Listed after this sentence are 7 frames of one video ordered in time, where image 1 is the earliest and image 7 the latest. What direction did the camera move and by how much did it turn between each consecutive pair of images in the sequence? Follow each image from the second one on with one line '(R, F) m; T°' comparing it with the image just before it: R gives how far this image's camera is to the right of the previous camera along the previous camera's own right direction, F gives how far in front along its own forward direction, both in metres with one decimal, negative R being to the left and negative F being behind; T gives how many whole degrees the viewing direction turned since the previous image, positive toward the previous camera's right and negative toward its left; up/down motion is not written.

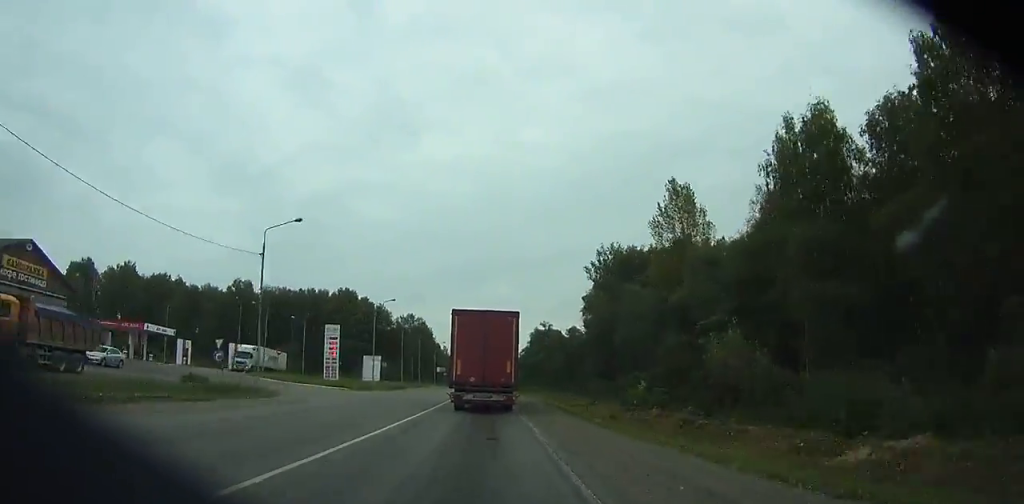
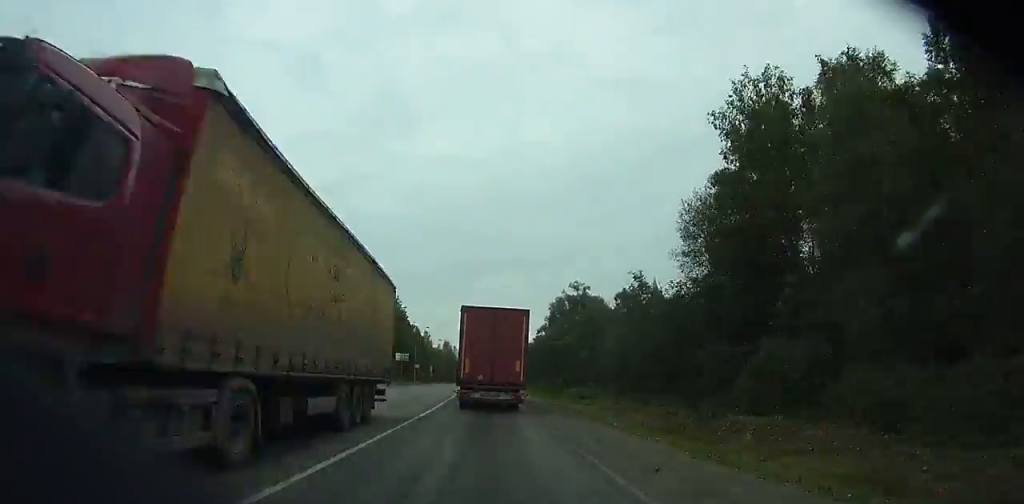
(-0.5, +62.9) m; 0°
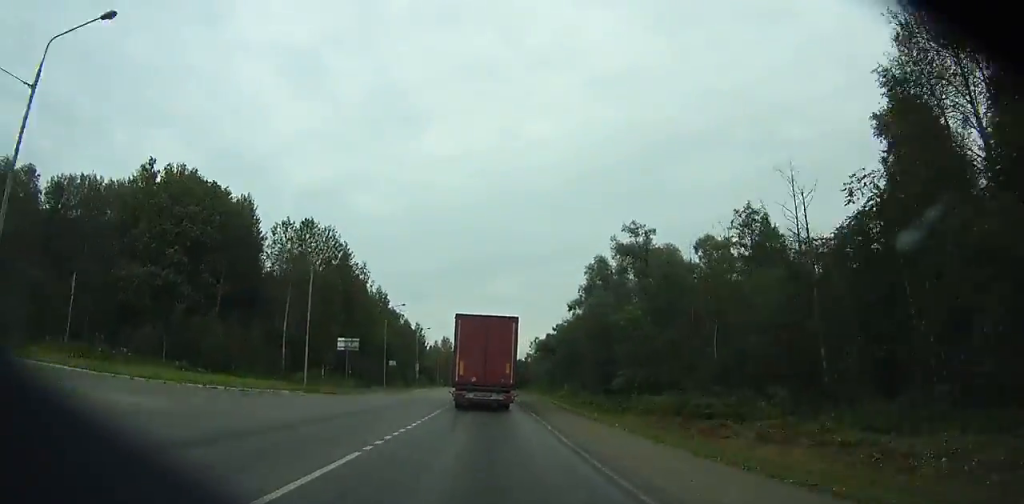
(+0.3, +38.2) m; 0°
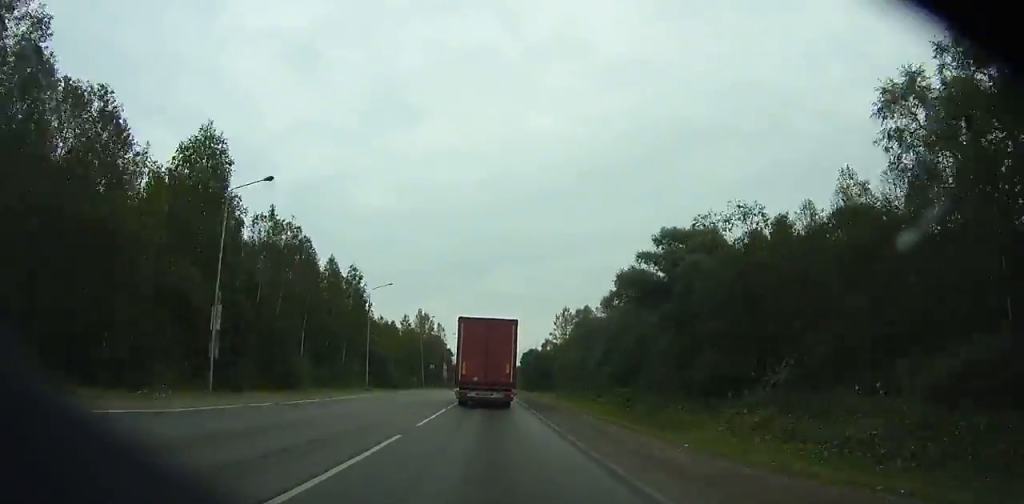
(-0.1, +79.2) m; 0°
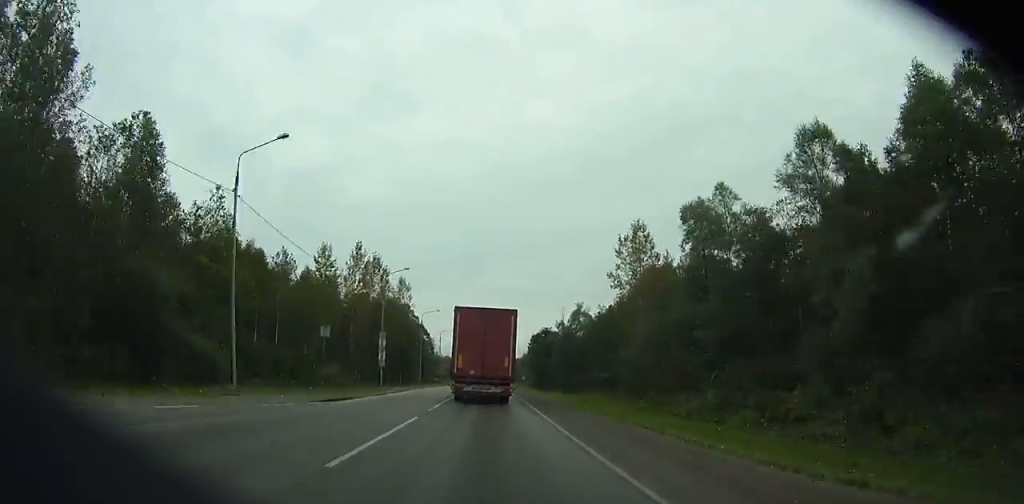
(+0.1, +65.5) m; 0°
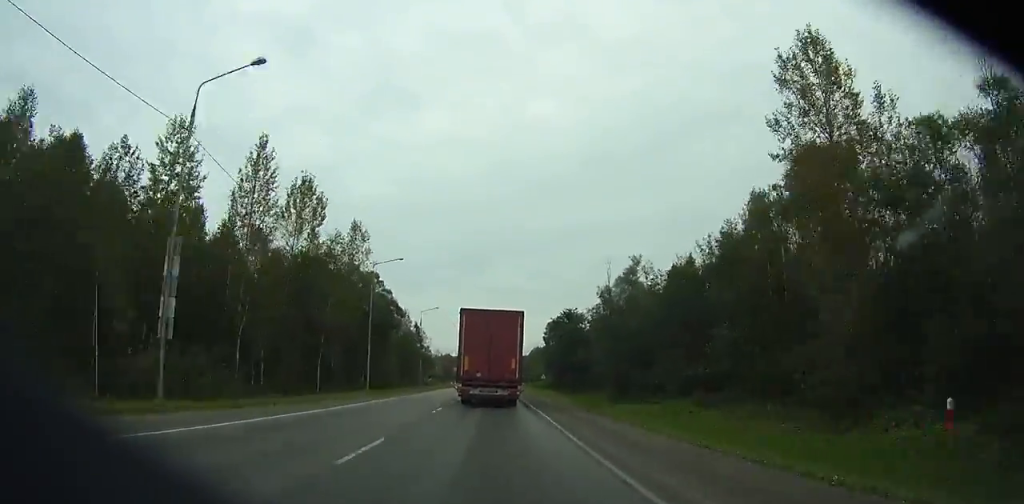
(0.0, +37.6) m; 0°
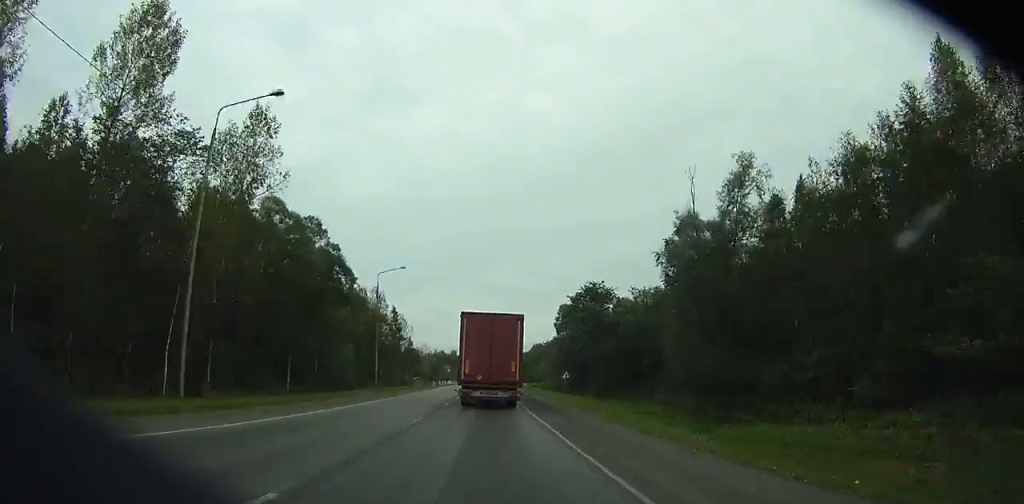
(0.0, +29.1) m; 0°
